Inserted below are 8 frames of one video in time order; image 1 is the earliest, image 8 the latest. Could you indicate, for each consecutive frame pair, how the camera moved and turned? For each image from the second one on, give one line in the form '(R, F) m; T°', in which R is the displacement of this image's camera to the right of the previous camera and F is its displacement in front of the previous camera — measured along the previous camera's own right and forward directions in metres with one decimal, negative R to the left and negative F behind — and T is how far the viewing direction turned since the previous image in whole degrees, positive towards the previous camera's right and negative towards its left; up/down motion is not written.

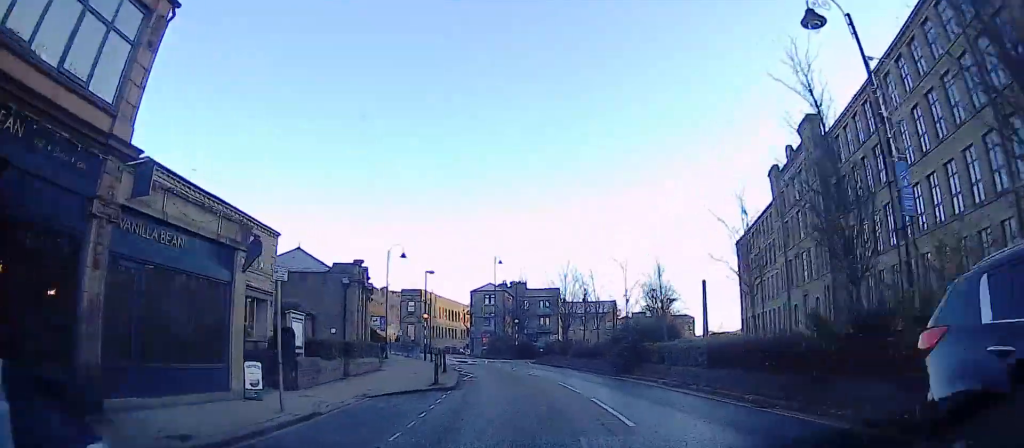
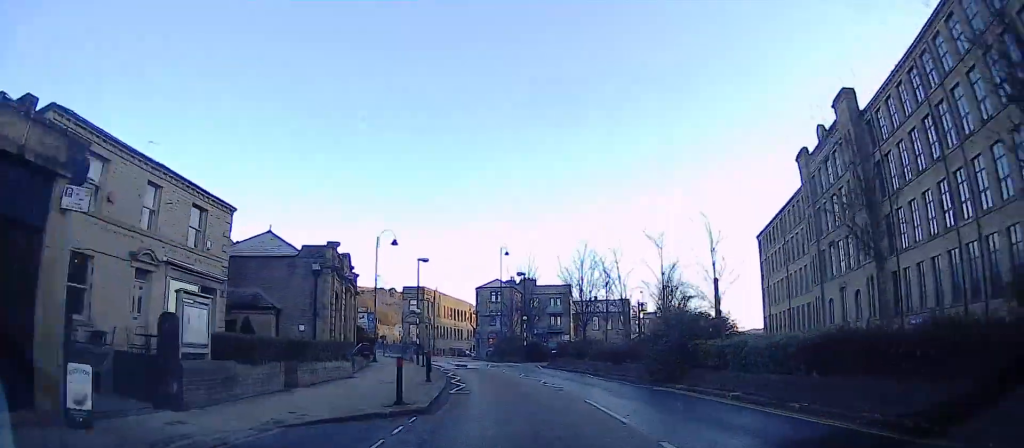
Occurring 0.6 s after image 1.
(0.0, +5.6) m; 0°
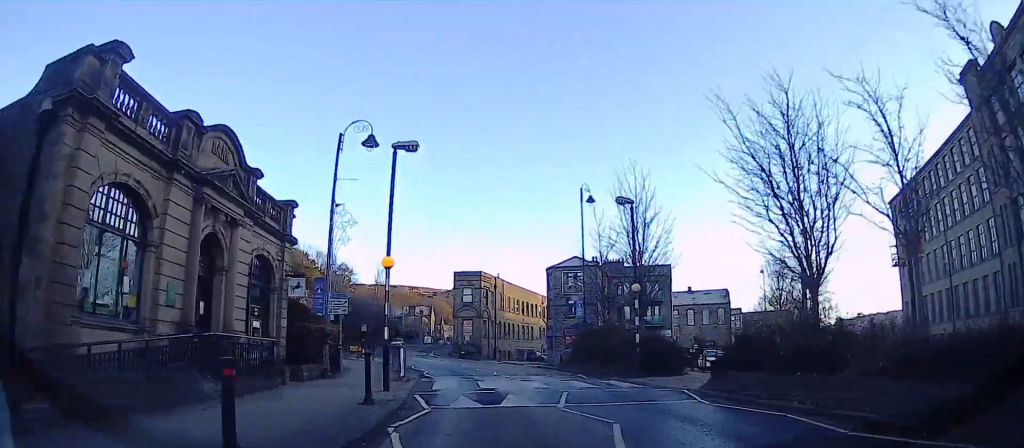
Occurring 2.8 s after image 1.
(-0.2, +19.8) m; -4°
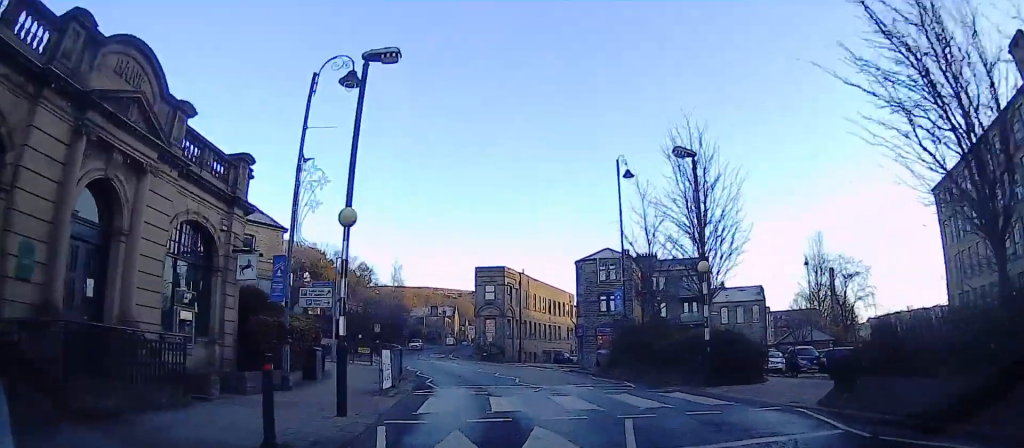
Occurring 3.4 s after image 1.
(-0.3, +5.1) m; -3°
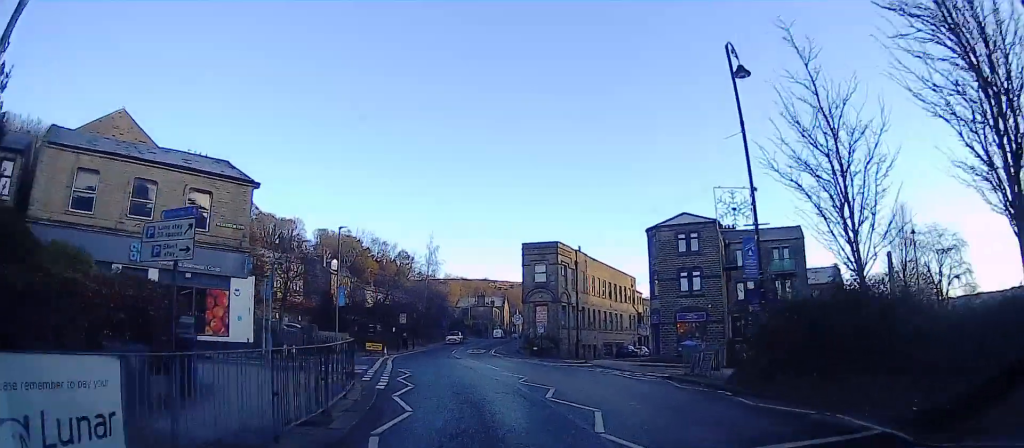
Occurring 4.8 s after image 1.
(-0.2, +11.3) m; -1°
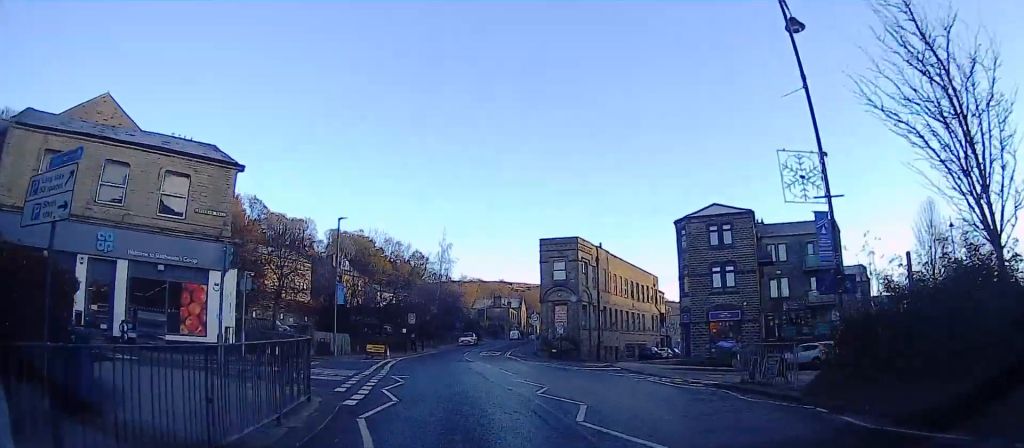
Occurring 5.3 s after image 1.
(+0.2, +3.5) m; -3°
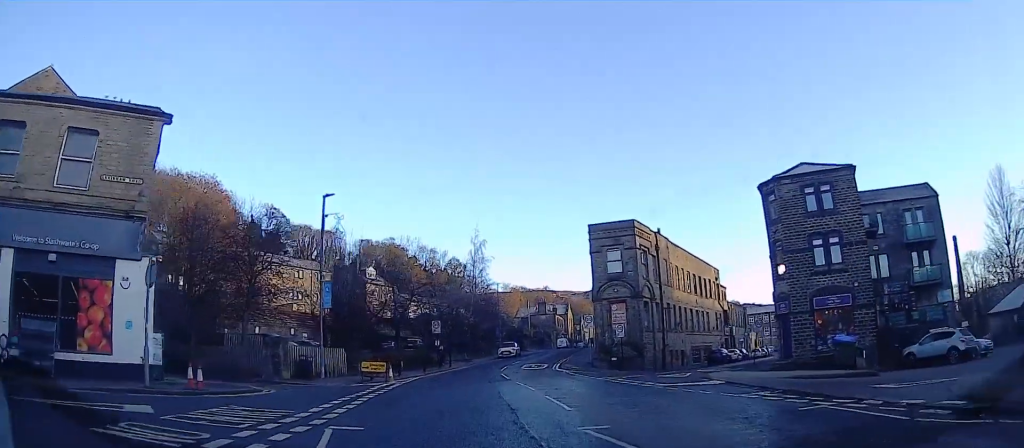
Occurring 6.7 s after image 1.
(-0.9, +8.9) m; -9°
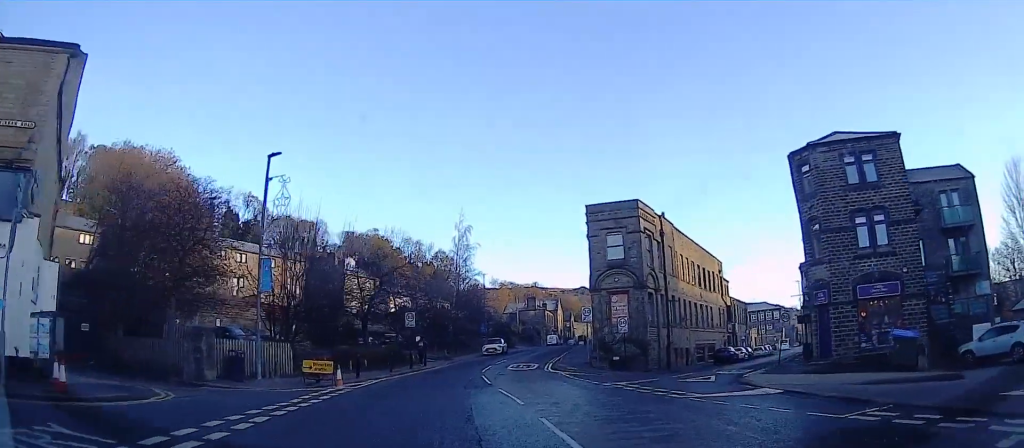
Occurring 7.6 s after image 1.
(0.0, +5.3) m; 0°
